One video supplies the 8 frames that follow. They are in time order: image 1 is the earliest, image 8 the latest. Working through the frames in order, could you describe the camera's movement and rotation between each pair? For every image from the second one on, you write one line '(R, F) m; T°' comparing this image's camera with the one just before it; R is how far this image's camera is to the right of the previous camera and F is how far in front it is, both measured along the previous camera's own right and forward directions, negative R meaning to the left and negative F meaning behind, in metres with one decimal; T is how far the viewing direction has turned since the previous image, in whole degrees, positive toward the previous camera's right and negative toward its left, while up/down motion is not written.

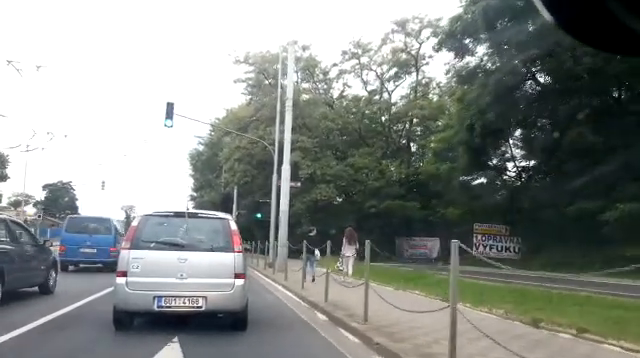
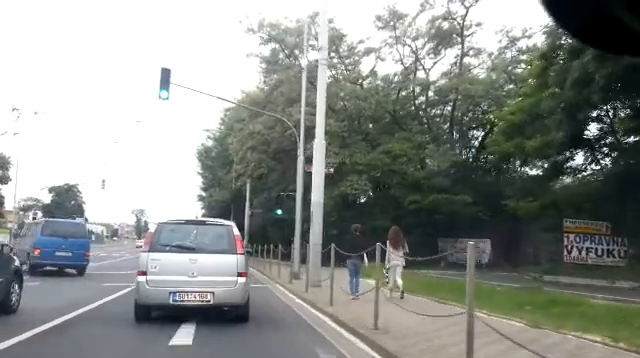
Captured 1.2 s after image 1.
(0.0, +5.2) m; 0°
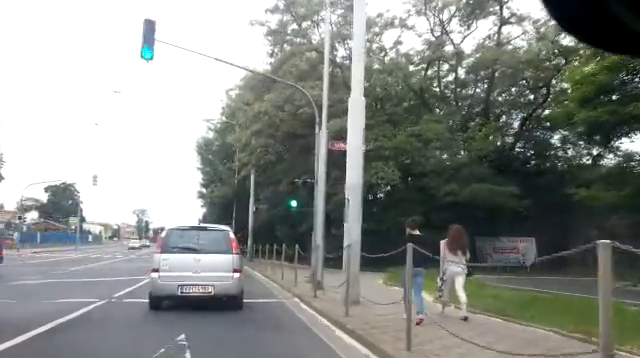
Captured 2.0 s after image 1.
(0.0, +3.9) m; 0°
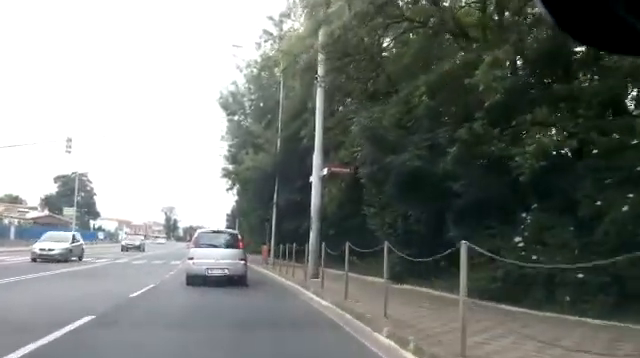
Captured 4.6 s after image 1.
(-1.0, +16.1) m; -5°
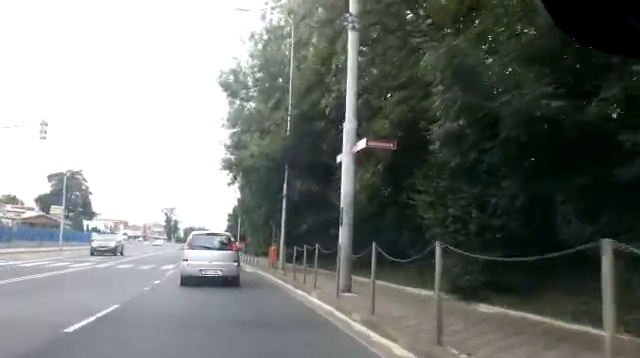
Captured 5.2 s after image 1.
(0.0, +4.2) m; 0°
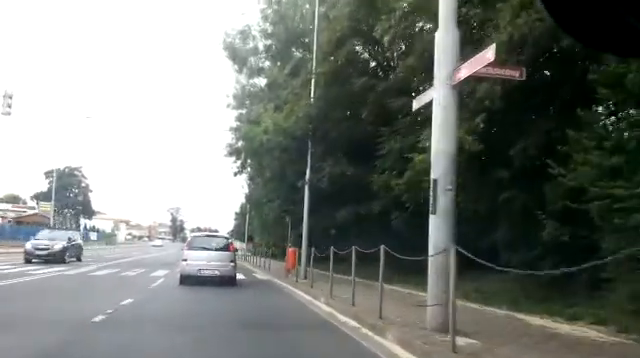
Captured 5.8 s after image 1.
(0.0, +5.3) m; +1°
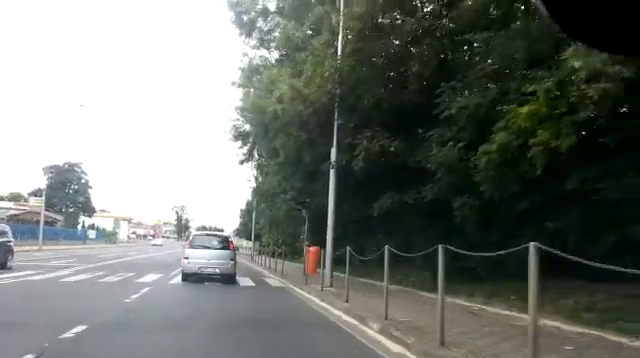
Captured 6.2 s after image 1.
(0.0, +3.7) m; 0°
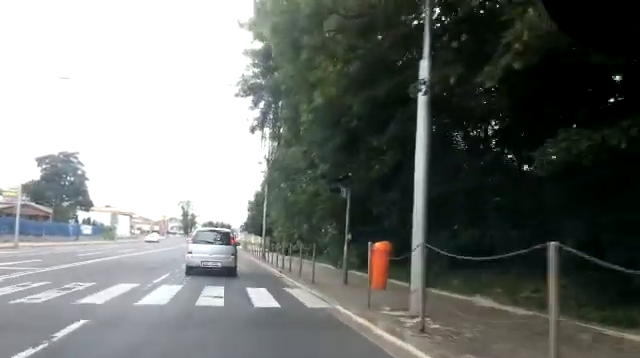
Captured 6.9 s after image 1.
(+0.2, +6.1) m; -2°
